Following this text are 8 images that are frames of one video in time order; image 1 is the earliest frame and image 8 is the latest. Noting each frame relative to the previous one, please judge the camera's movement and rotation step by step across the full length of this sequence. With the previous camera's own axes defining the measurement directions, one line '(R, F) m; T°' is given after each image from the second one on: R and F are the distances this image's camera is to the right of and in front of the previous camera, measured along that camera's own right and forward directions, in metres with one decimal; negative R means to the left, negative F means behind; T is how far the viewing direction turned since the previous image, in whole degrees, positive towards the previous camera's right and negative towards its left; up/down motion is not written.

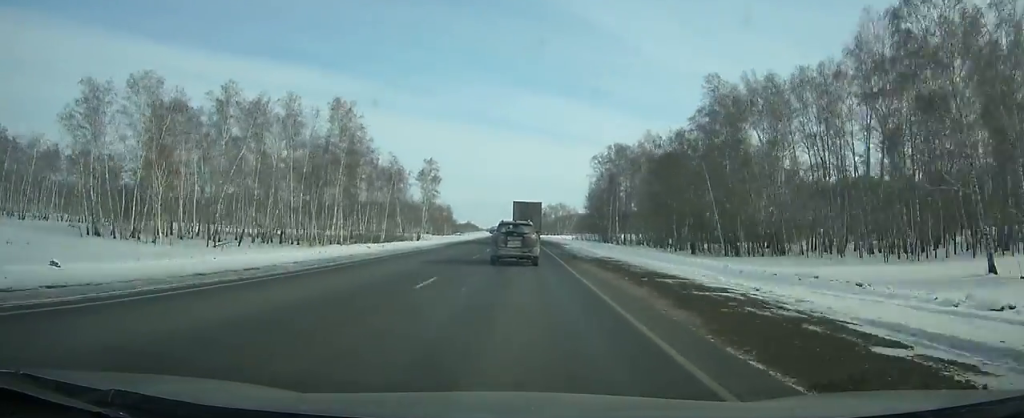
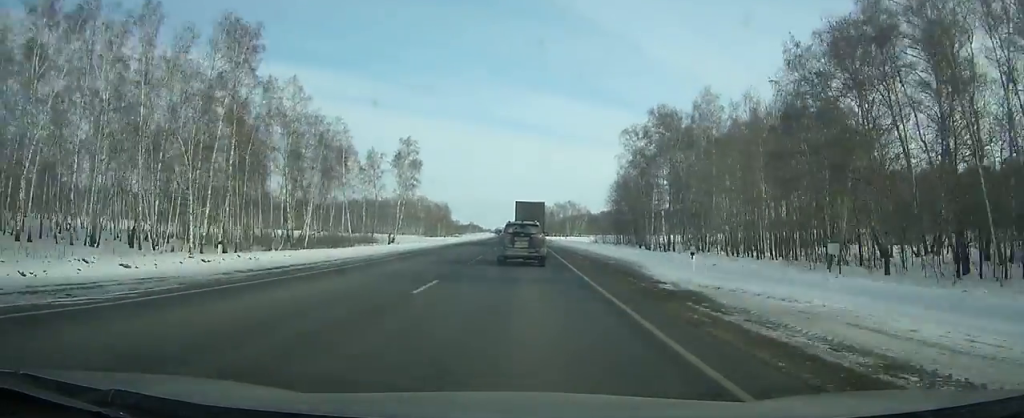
(-0.4, +36.6) m; -1°
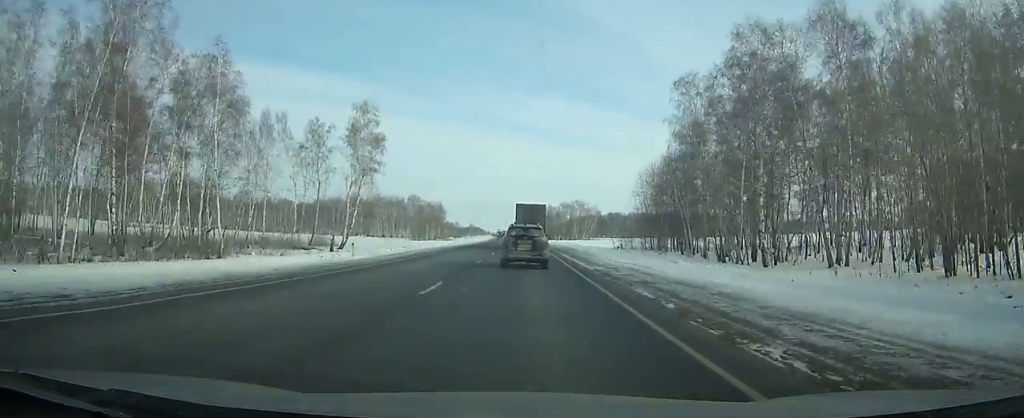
(-0.2, +36.6) m; -1°
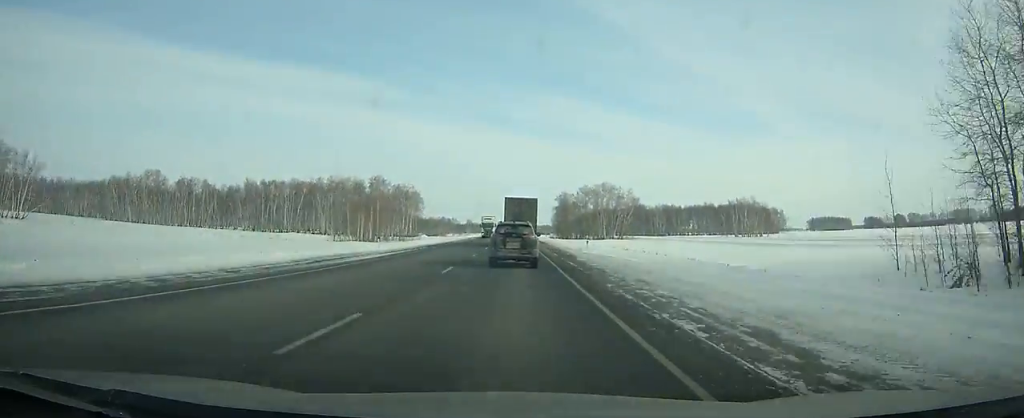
(-0.5, +89.1) m; -1°
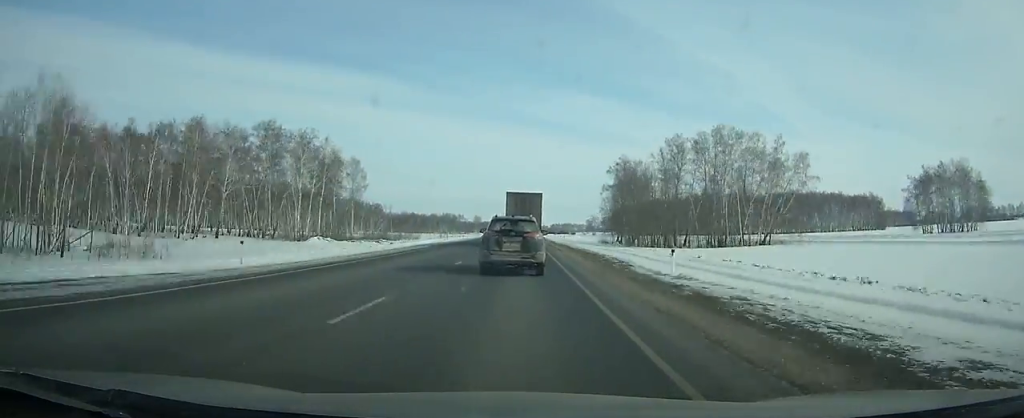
(-1.8, +116.2) m; -2°
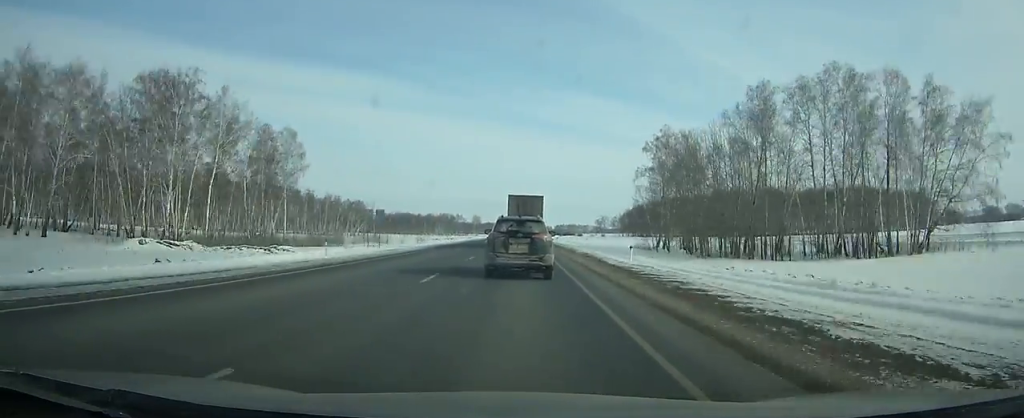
(-0.1, +40.8) m; 0°
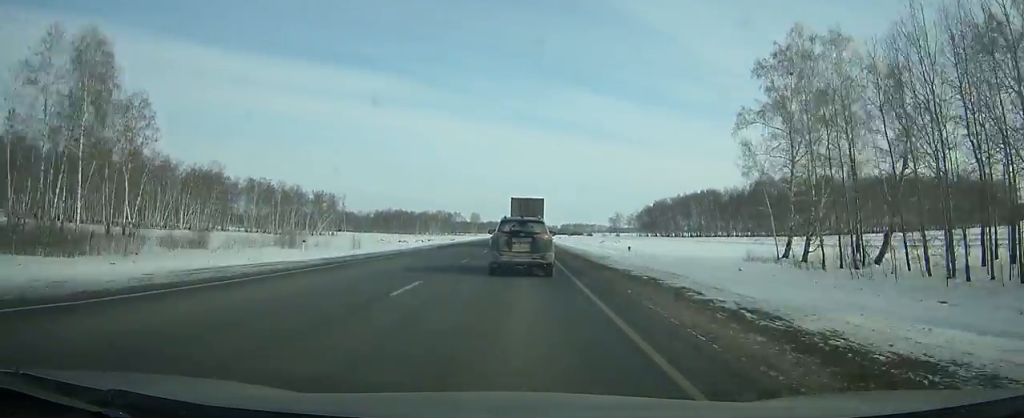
(-0.2, +53.1) m; 0°
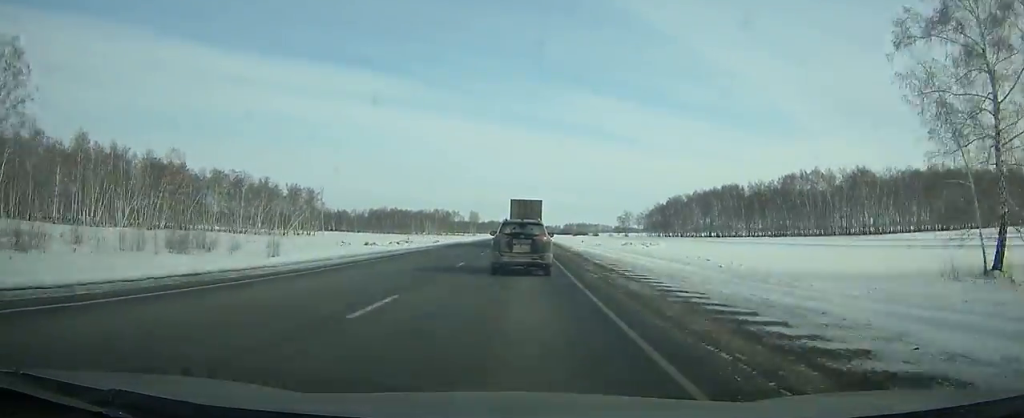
(0.0, +27.4) m; 0°
